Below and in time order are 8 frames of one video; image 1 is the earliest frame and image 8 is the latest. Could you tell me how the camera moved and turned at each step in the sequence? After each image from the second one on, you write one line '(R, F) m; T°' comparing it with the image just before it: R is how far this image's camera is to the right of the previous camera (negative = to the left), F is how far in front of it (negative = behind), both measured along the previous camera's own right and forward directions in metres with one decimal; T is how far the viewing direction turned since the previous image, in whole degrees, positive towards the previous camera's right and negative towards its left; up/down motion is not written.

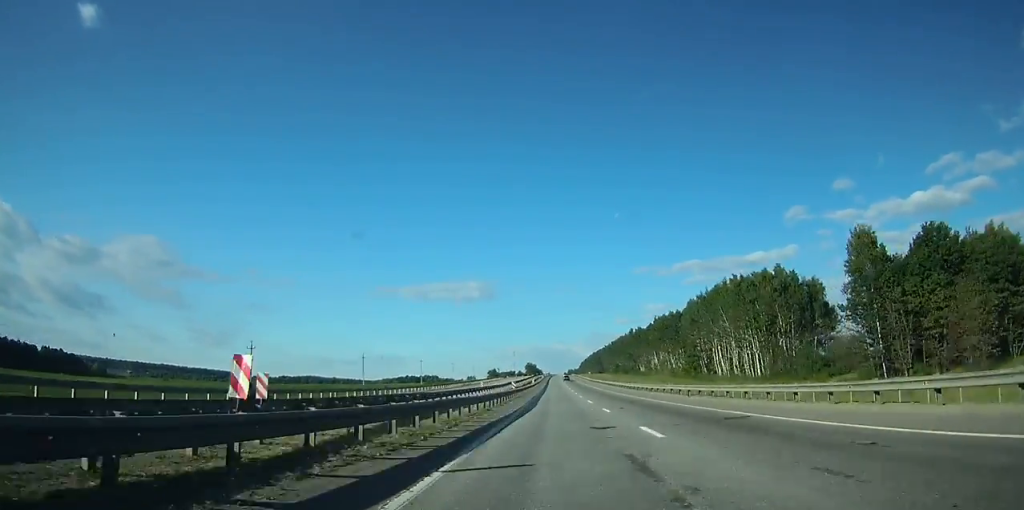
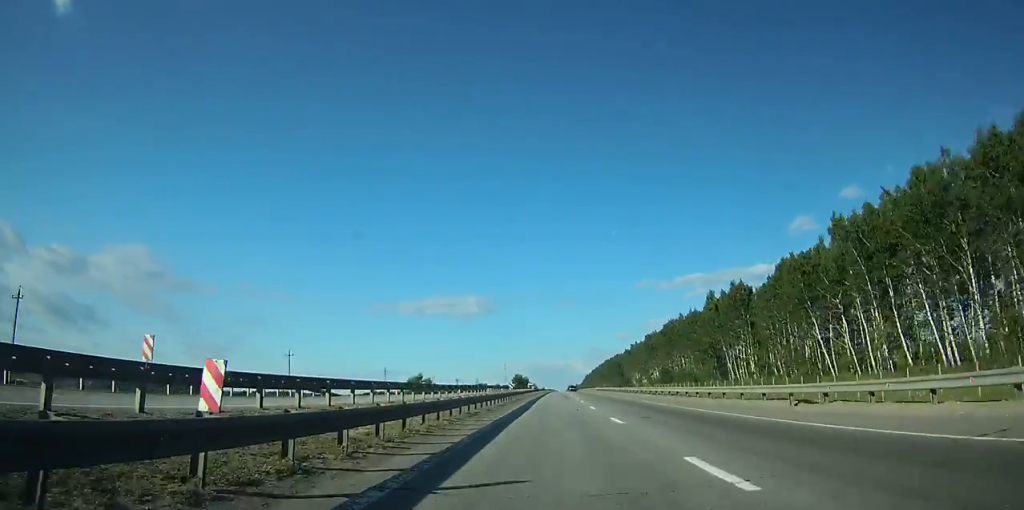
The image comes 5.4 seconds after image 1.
(+0.3, +159.9) m; +1°
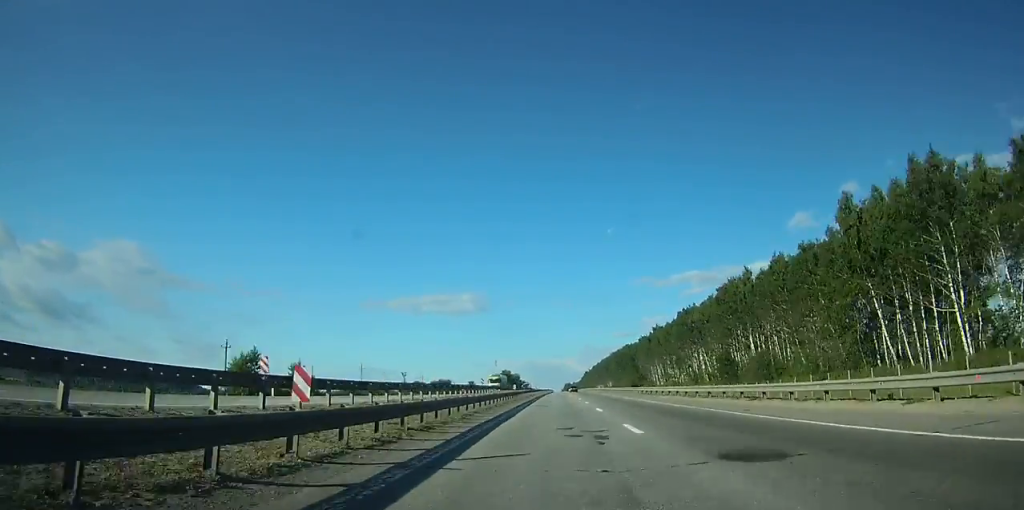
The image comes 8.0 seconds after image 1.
(+0.3, +75.3) m; 0°
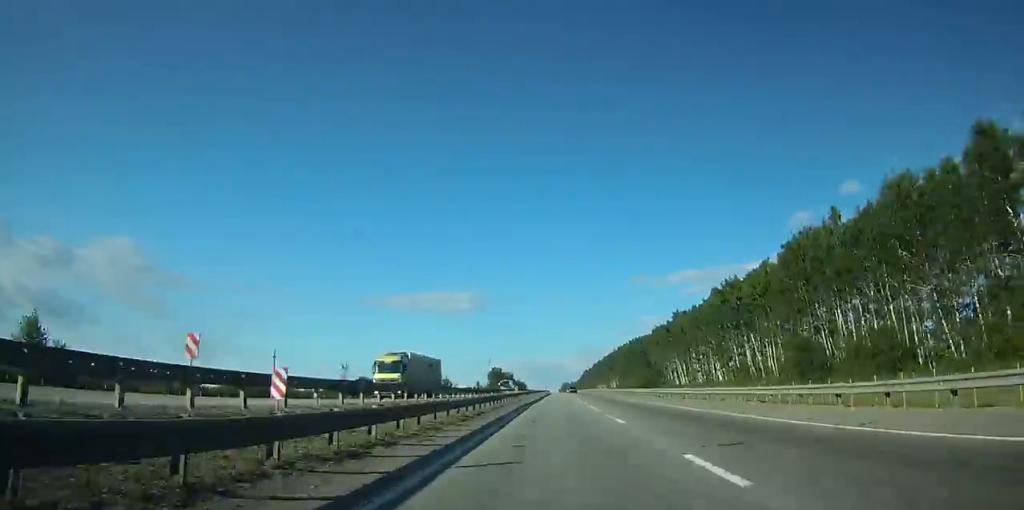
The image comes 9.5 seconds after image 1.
(+0.1, +43.2) m; 0°
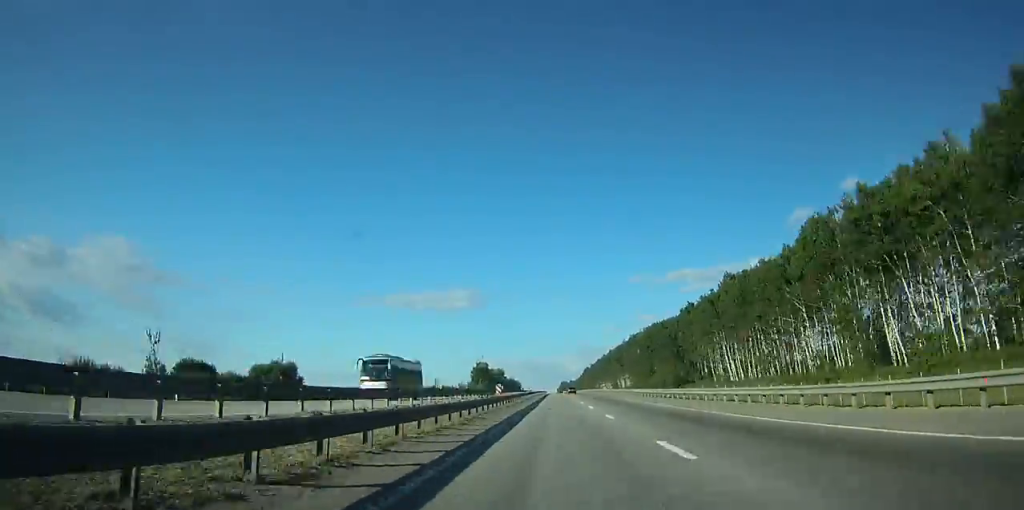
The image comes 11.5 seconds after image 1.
(+0.1, +59.6) m; 0°
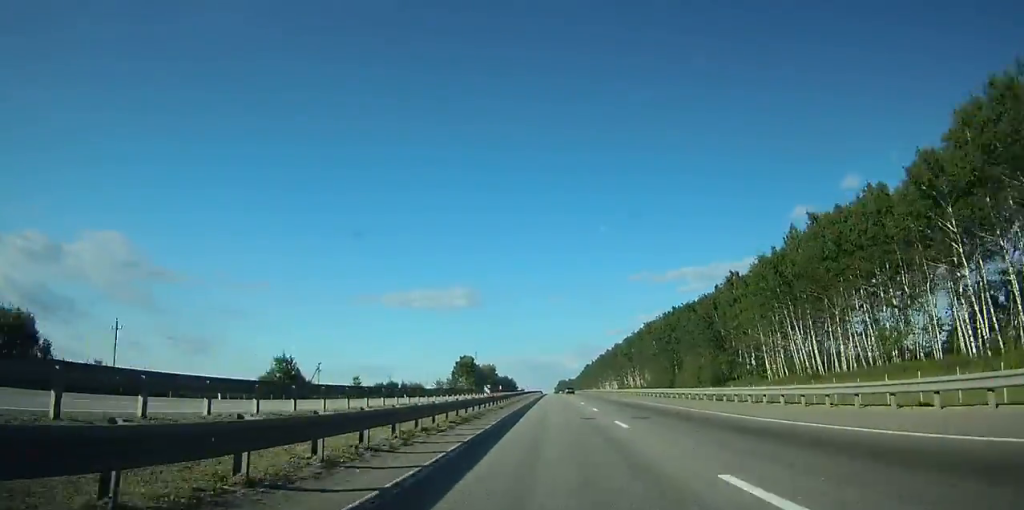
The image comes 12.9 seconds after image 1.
(+0.1, +45.5) m; 0°
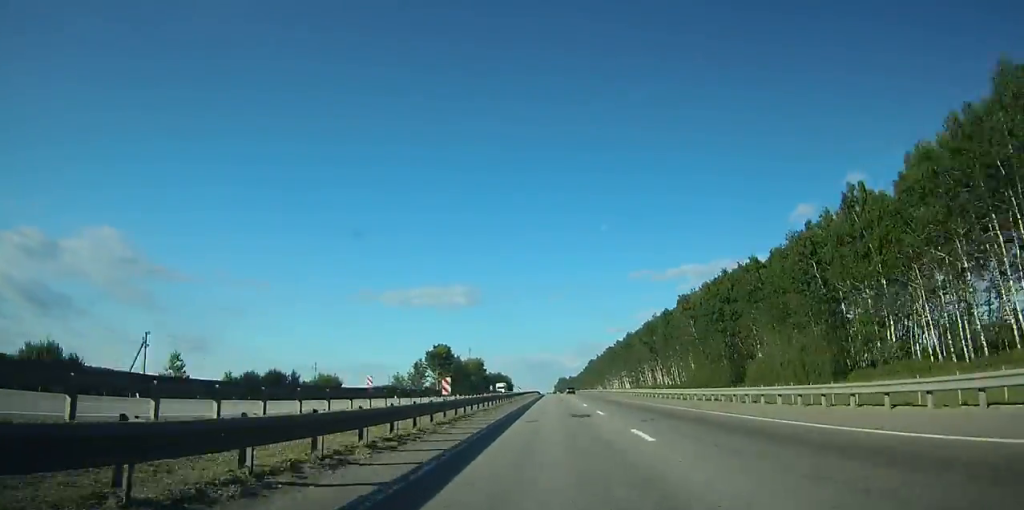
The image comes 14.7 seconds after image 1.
(-0.1, +55.8) m; 0°
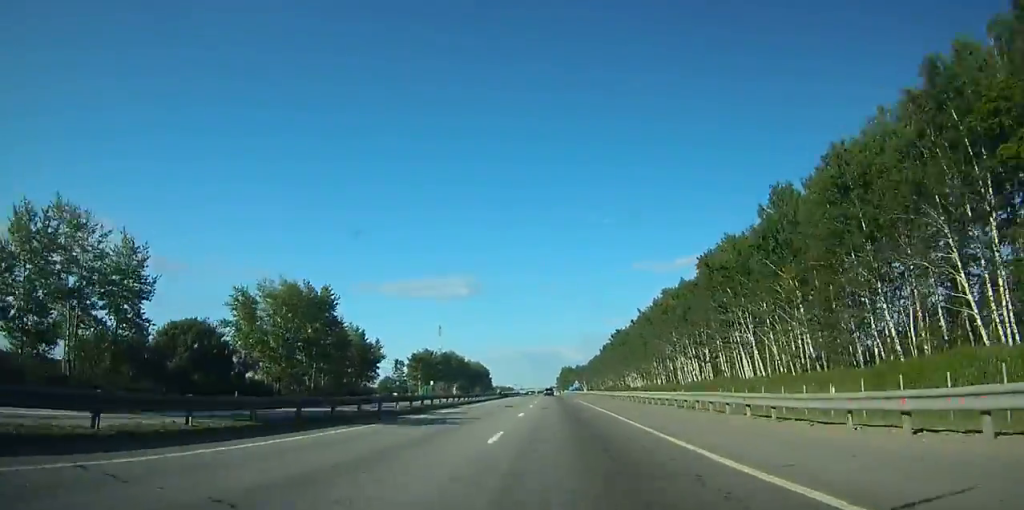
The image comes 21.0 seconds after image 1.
(-0.1, +184.5) m; -1°
